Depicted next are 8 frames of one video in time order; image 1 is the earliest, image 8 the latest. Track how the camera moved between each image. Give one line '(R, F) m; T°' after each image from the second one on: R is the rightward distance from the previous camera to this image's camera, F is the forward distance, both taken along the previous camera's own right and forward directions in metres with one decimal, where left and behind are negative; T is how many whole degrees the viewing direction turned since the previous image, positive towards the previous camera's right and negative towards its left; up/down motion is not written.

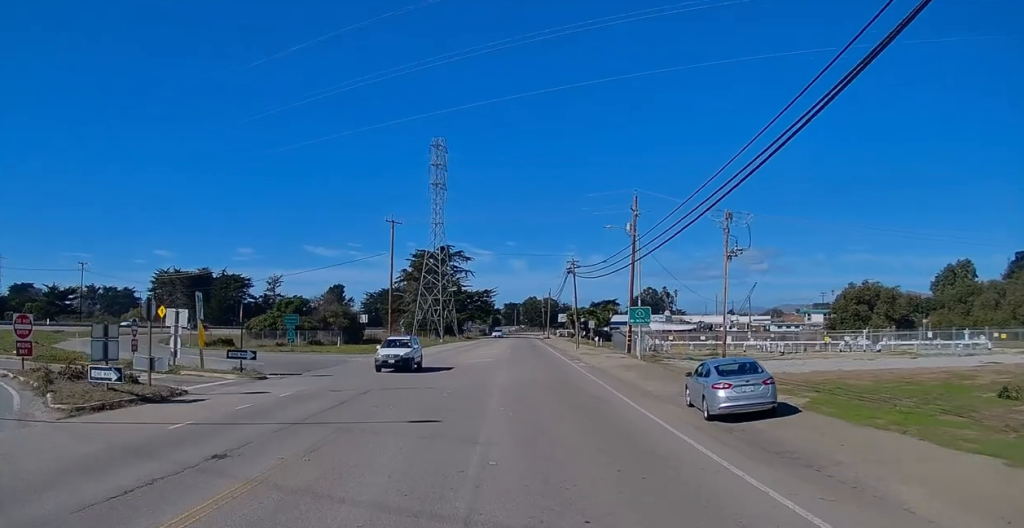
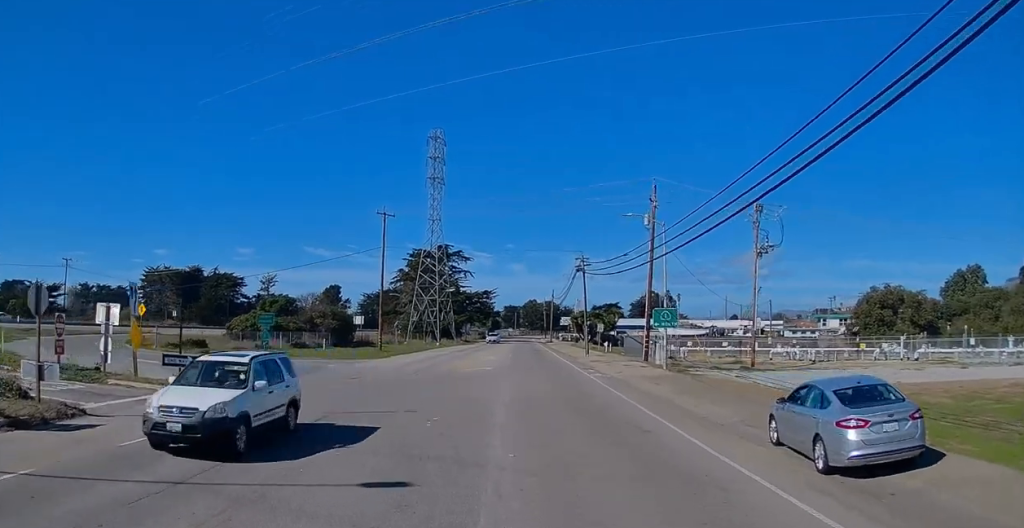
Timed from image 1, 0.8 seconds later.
(+0.4, +6.1) m; 0°
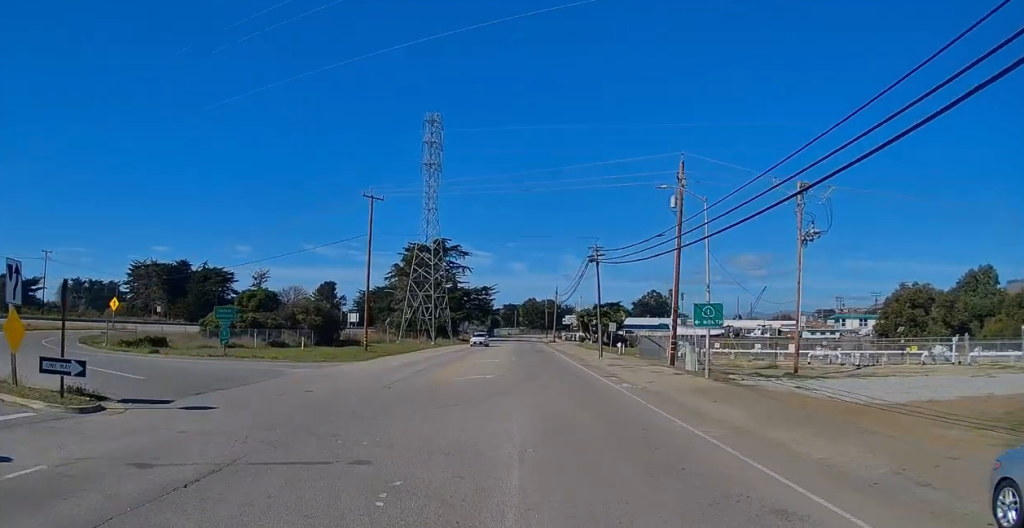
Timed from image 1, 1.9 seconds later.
(-0.4, +7.5) m; -4°
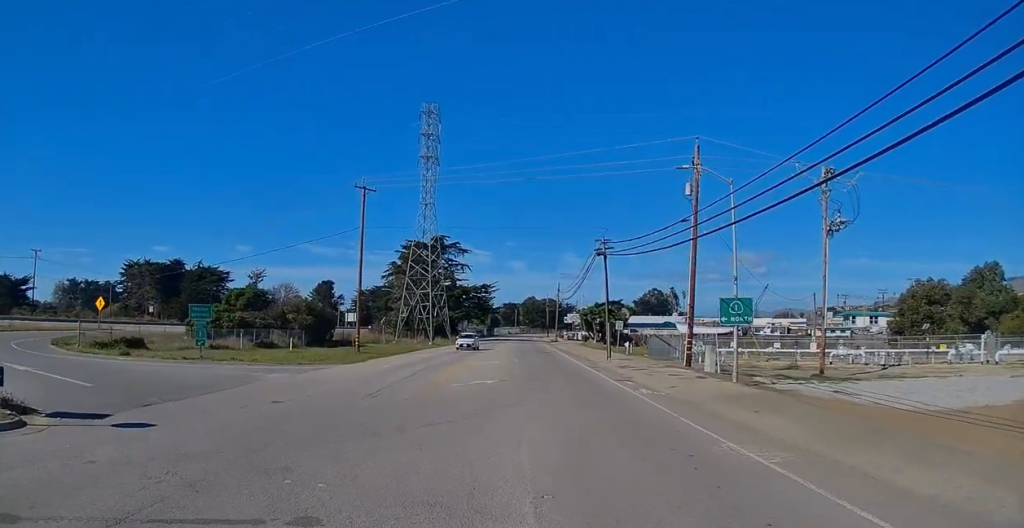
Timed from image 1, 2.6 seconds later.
(-0.1, +3.7) m; -2°
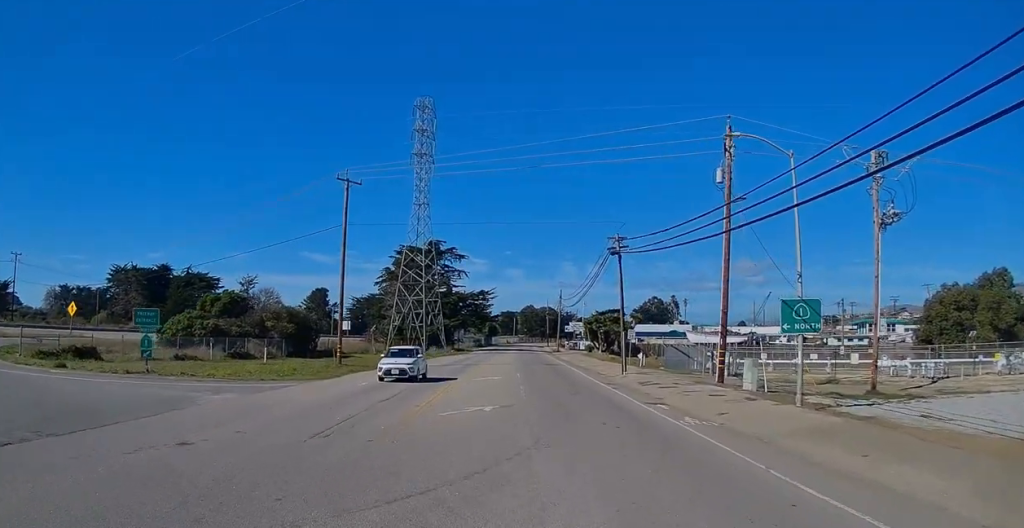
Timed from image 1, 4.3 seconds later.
(-0.2, +6.8) m; -5°
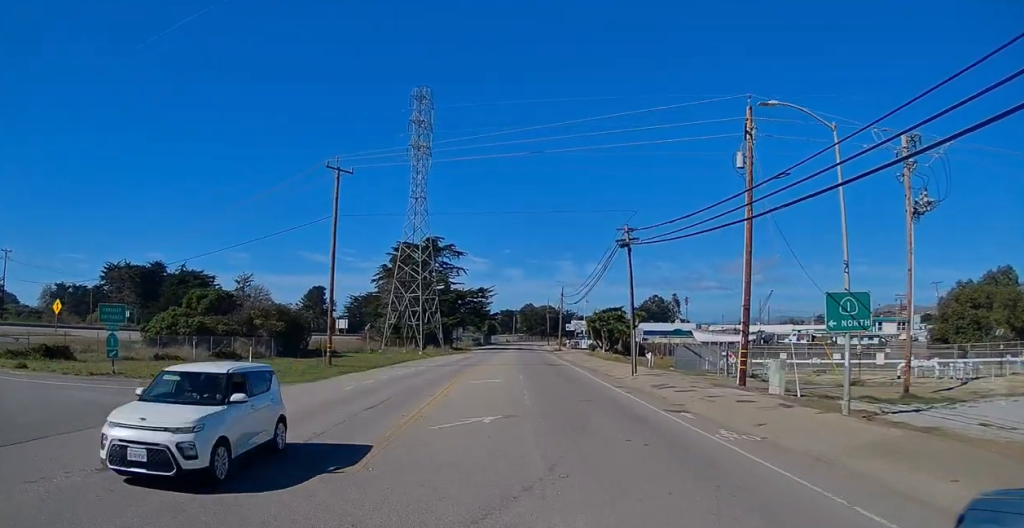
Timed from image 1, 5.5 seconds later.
(-0.2, +3.3) m; -3°
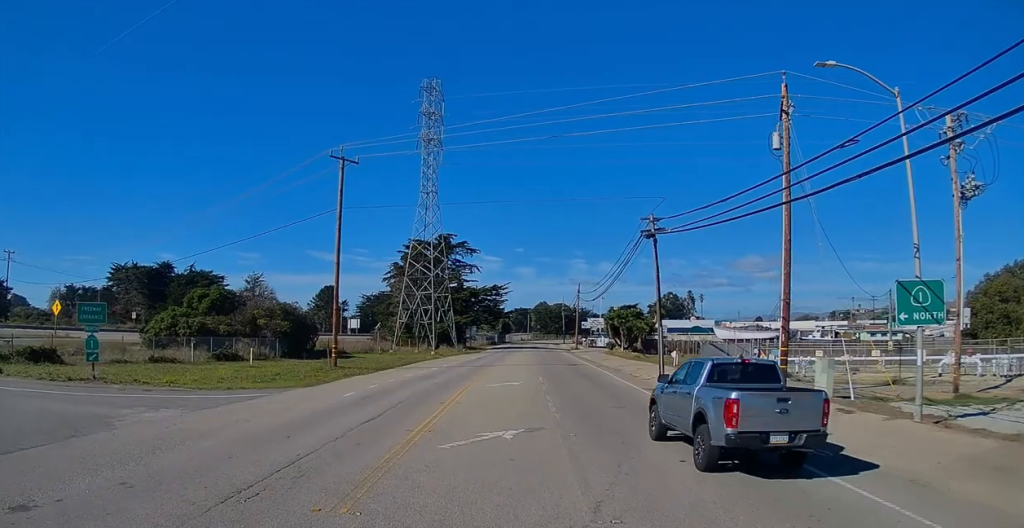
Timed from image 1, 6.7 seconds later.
(0.0, +2.8) m; -2°
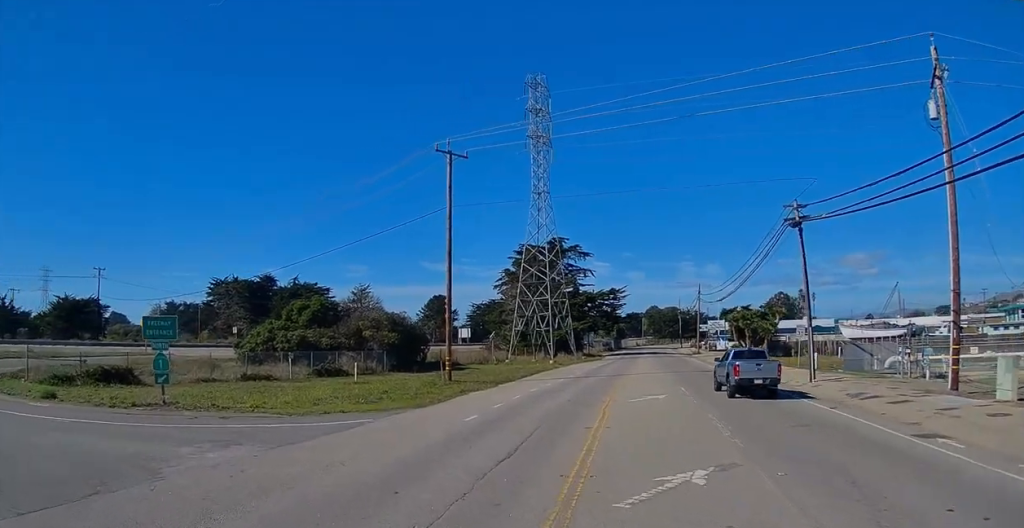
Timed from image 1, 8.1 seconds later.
(-0.2, +3.9) m; -14°
